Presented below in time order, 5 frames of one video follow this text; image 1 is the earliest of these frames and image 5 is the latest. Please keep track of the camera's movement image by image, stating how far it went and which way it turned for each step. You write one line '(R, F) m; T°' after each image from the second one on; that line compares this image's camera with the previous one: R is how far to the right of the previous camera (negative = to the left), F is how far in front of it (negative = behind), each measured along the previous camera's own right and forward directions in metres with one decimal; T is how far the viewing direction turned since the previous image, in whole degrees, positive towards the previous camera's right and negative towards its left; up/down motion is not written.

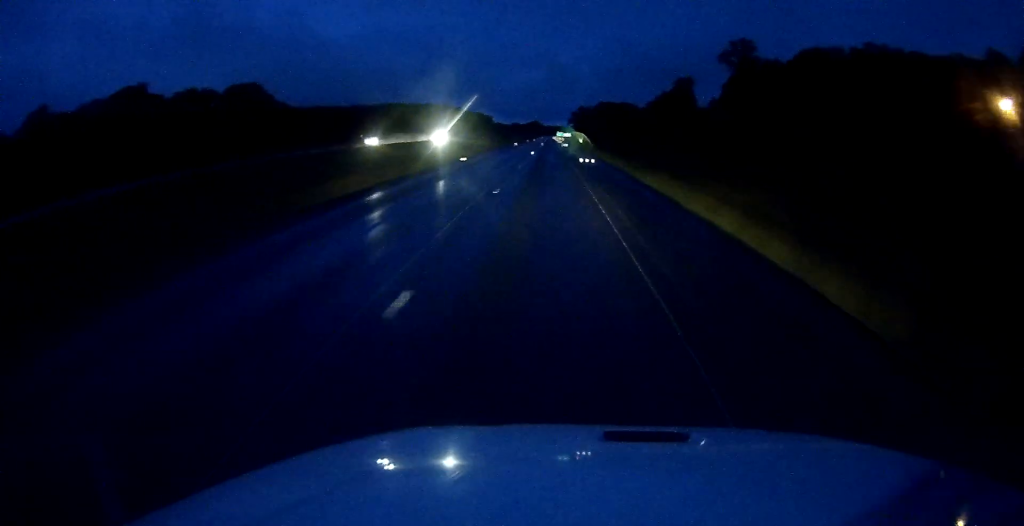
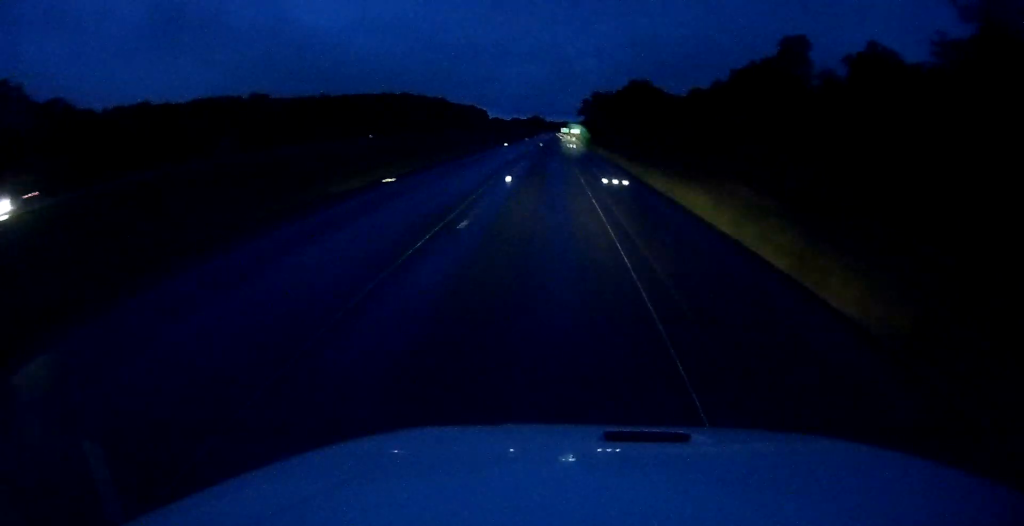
(+3.0, +94.6) m; +2°
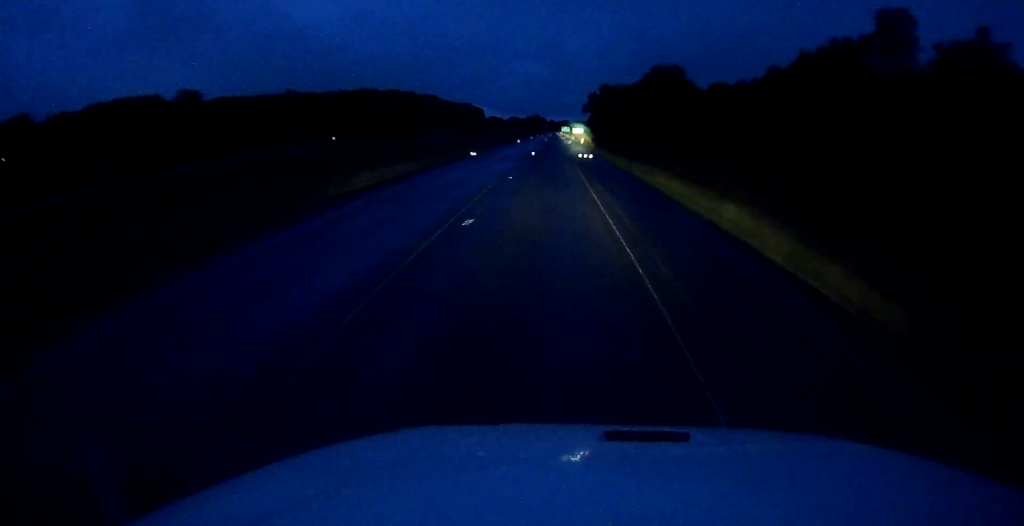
(-0.4, +37.6) m; 0°
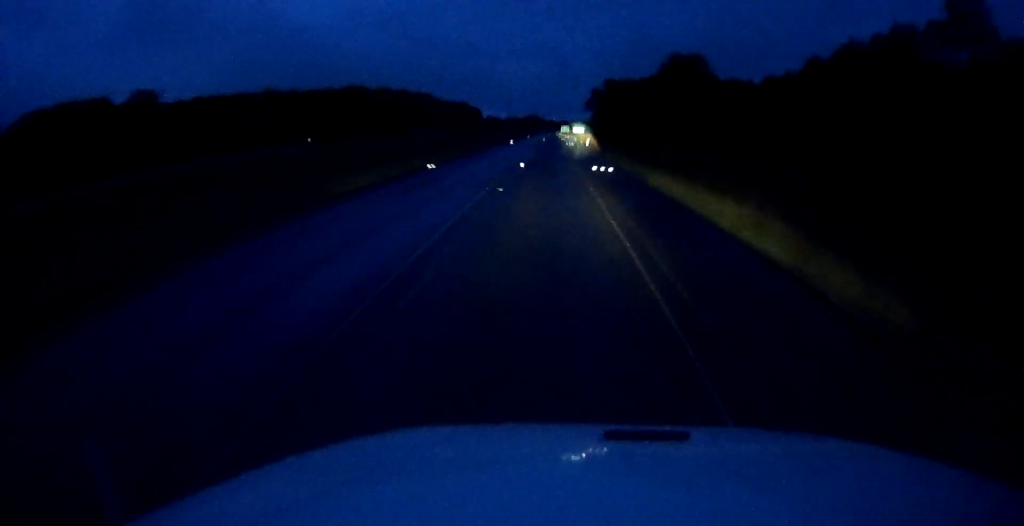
(+0.3, +18.2) m; 0°
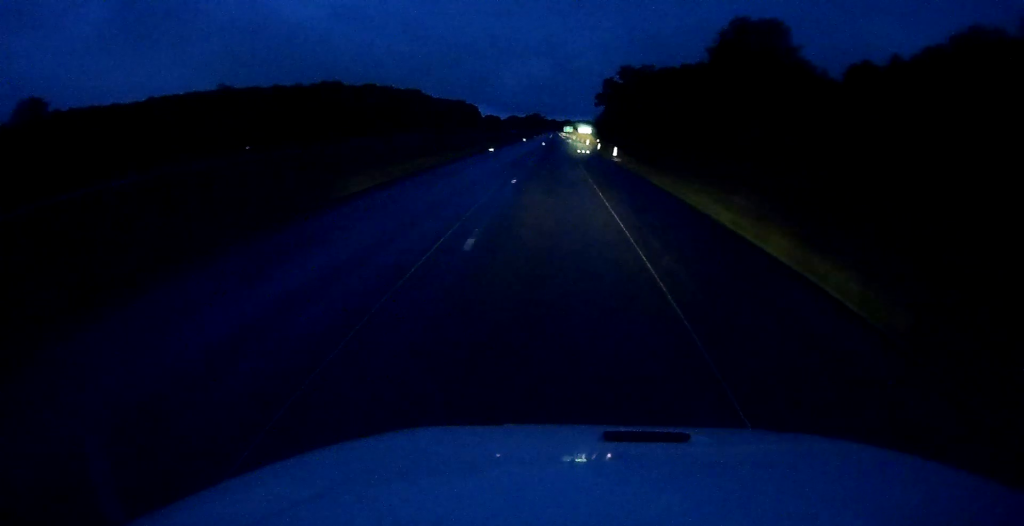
(-0.5, +36.5) m; -1°
